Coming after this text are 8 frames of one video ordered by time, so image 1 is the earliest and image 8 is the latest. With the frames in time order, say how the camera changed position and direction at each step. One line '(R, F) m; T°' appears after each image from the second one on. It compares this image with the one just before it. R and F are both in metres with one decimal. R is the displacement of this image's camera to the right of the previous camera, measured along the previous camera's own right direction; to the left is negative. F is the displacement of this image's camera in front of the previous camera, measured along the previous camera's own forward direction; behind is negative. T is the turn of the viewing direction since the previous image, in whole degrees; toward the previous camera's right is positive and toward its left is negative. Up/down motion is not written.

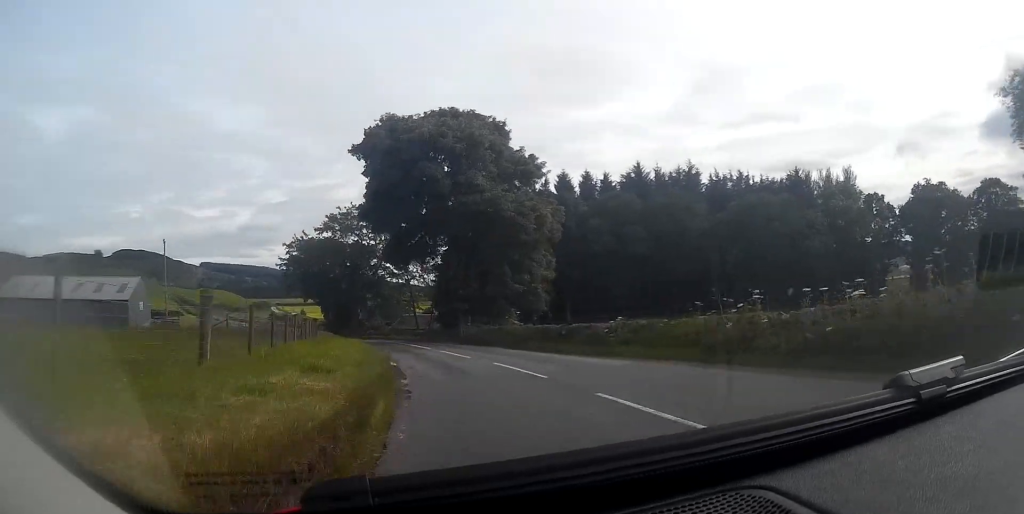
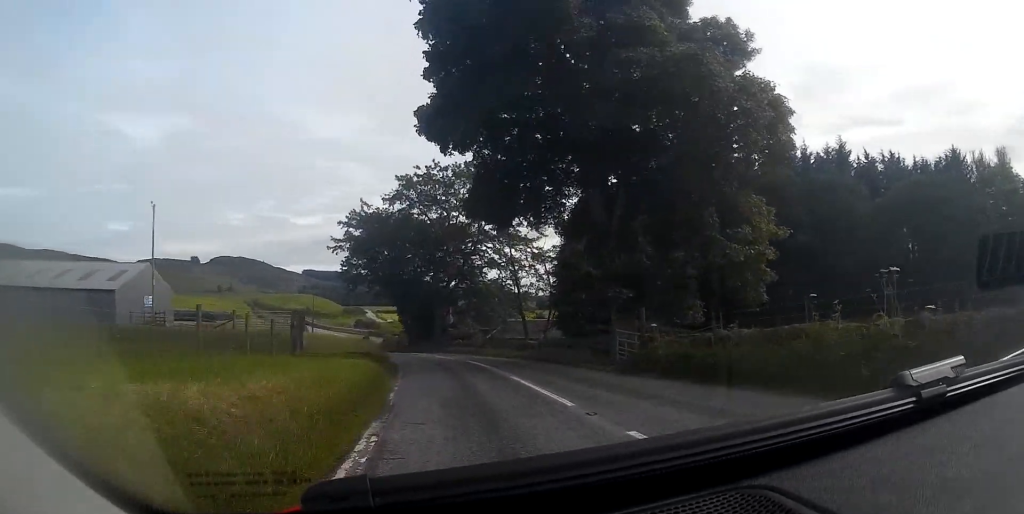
(-1.5, +20.7) m; -9°
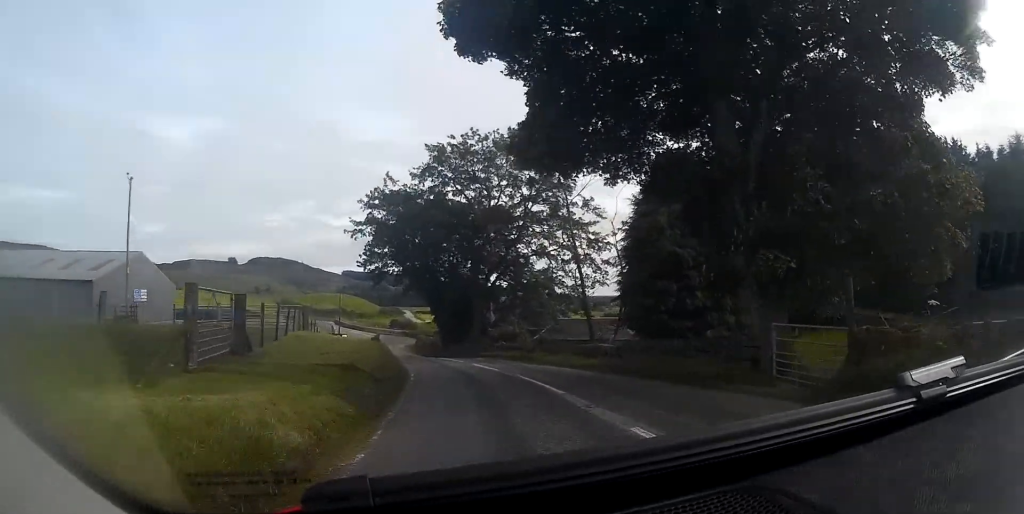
(-0.2, +8.4) m; -4°
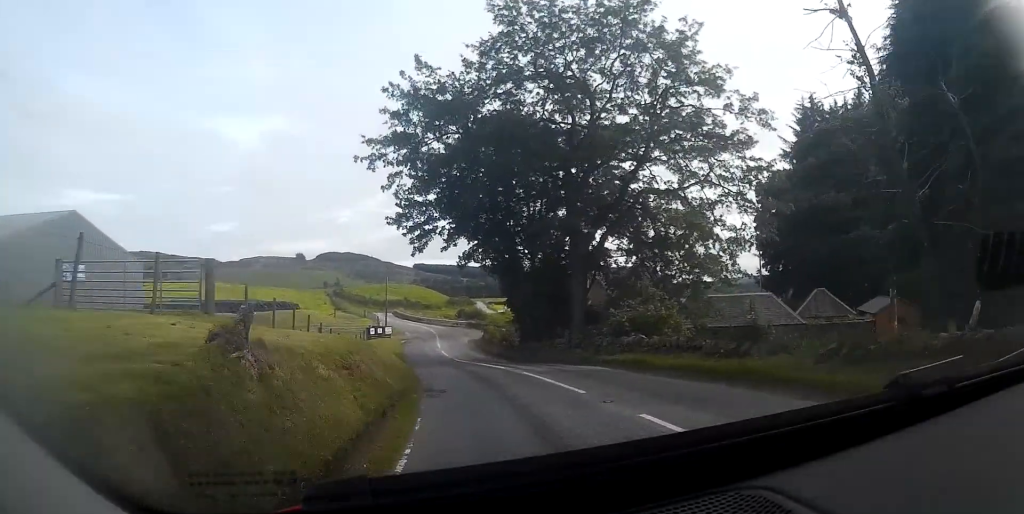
(-1.2, +18.0) m; -7°
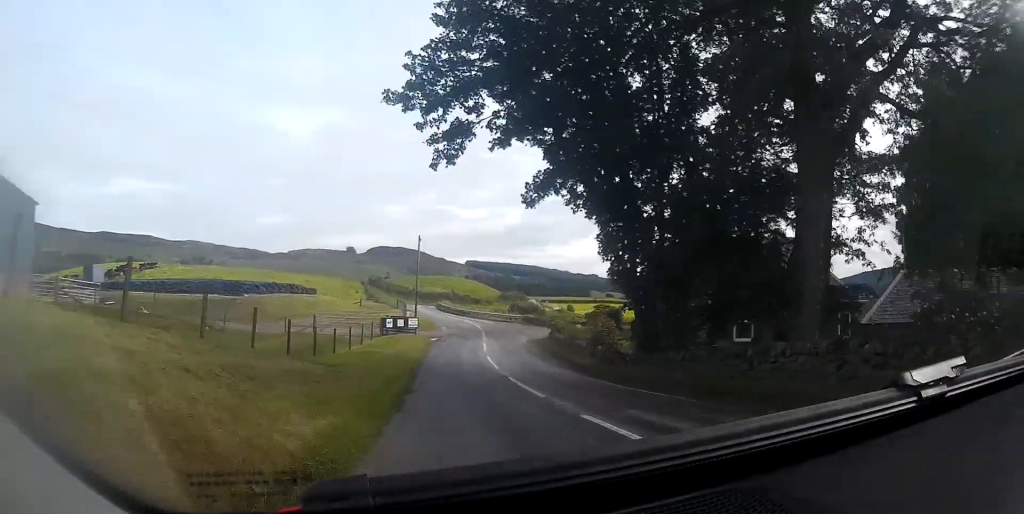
(-0.8, +16.4) m; -4°
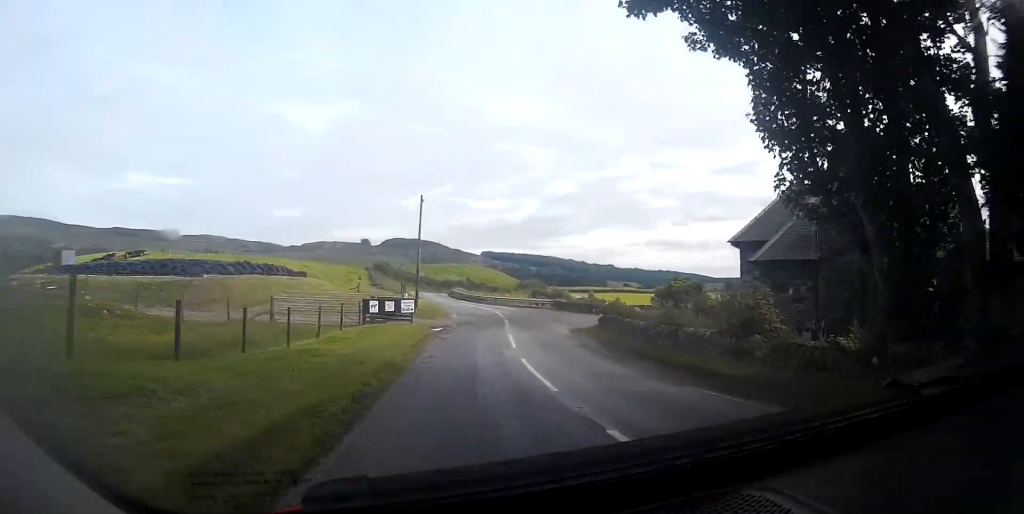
(-0.1, +11.2) m; -2°
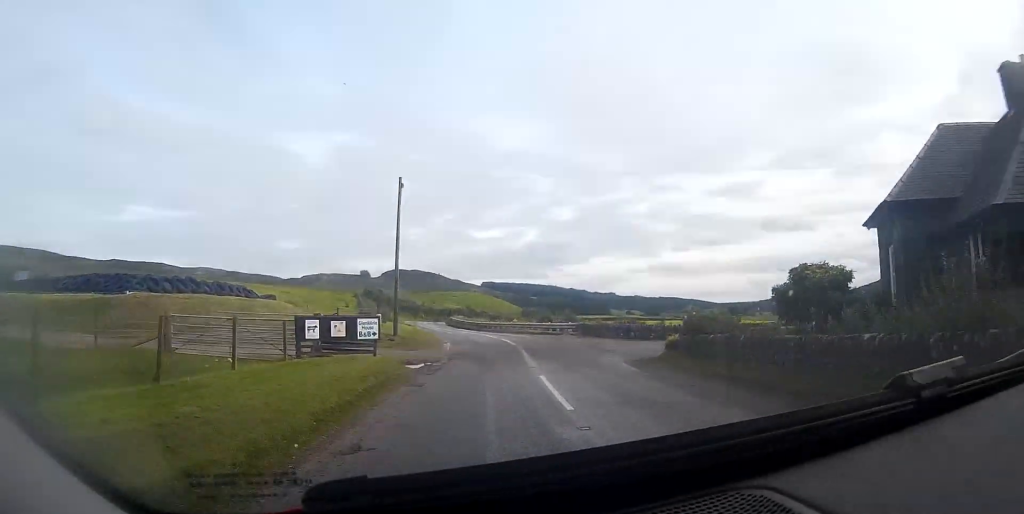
(-0.1, +10.1) m; -1°
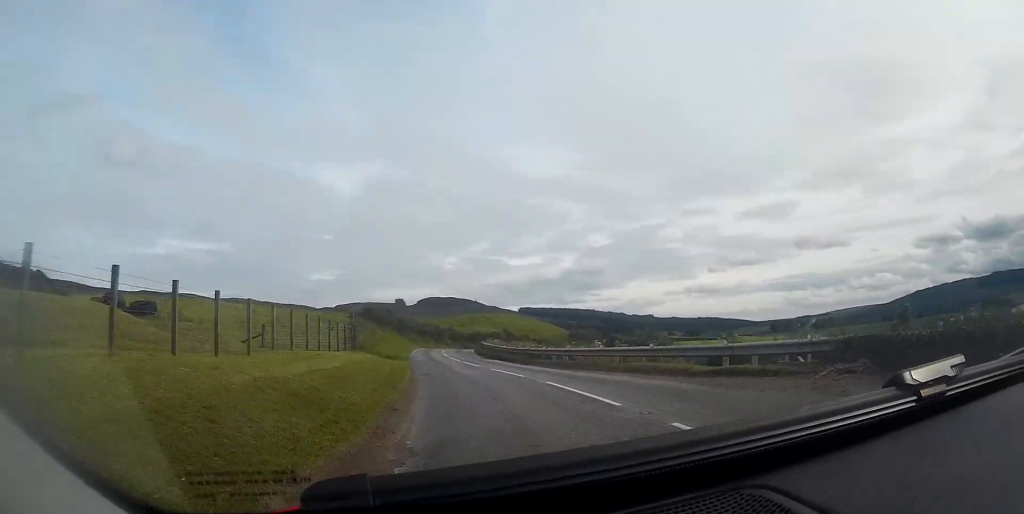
(-0.8, +25.8) m; -4°
